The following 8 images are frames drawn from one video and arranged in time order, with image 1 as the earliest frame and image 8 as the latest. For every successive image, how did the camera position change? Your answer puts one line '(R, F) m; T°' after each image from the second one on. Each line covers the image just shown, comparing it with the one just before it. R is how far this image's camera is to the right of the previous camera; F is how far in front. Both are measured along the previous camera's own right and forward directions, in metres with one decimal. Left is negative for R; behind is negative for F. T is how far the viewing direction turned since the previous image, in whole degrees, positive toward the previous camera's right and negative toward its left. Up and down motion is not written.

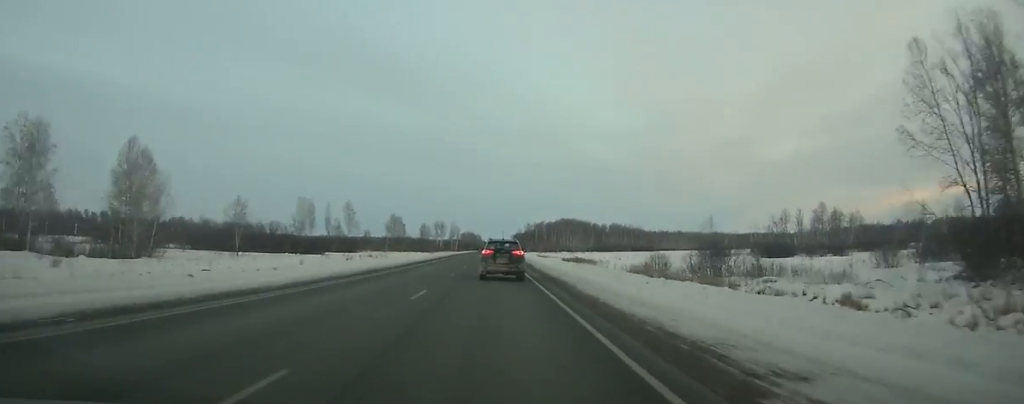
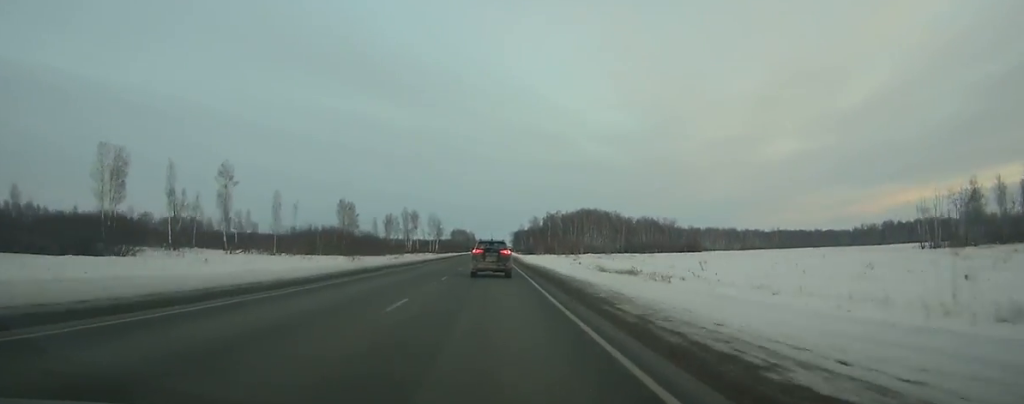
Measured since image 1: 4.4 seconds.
(-0.1, +121.5) m; 0°
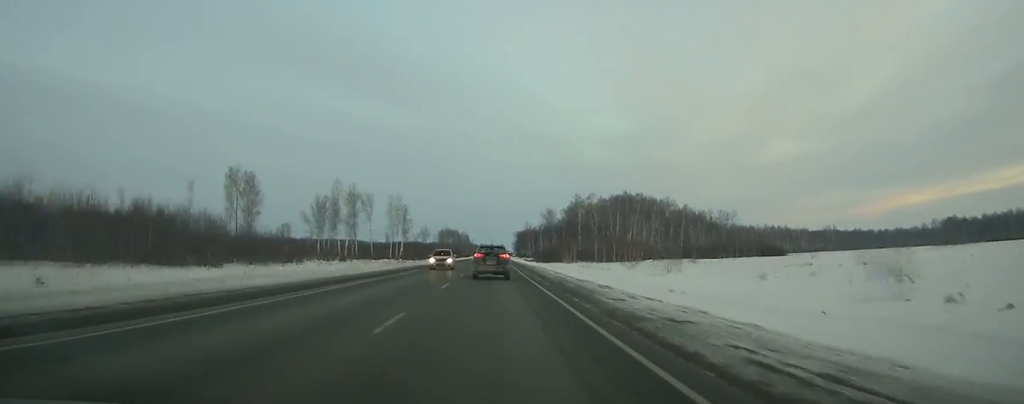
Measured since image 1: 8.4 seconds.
(0.0, +110.7) m; 0°
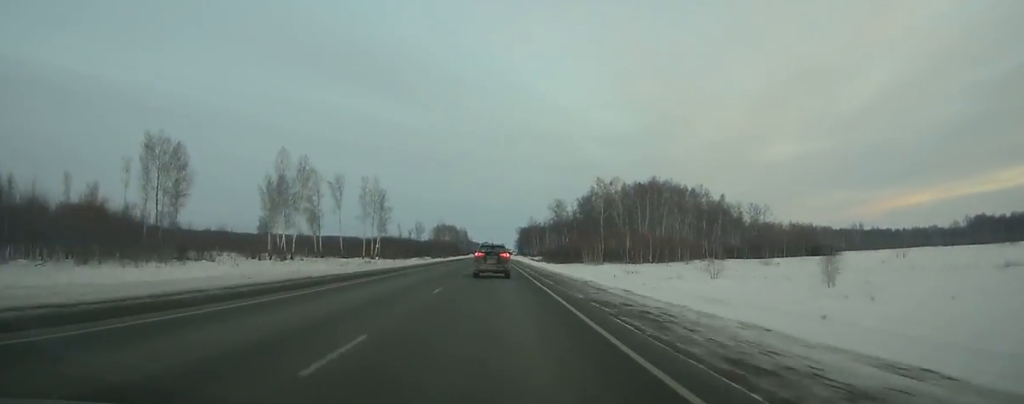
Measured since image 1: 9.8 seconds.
(+0.1, +38.9) m; 0°
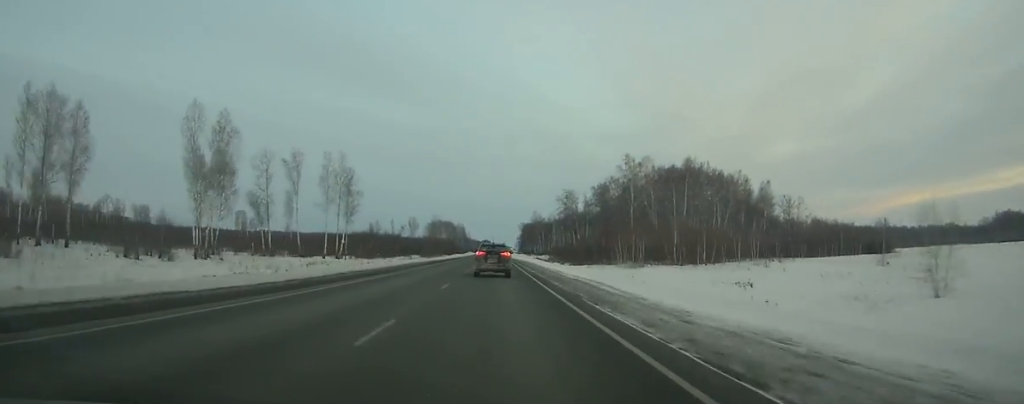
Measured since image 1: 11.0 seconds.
(0.0, +33.7) m; 0°
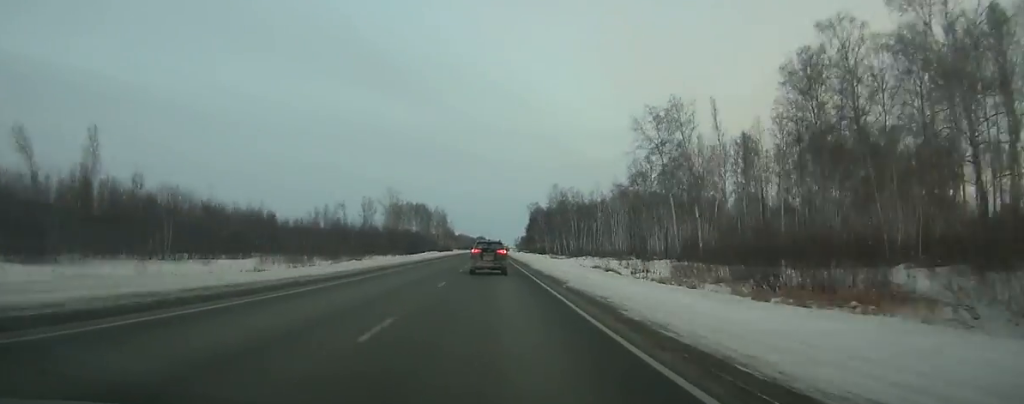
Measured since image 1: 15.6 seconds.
(+0.2, +129.4) m; 0°
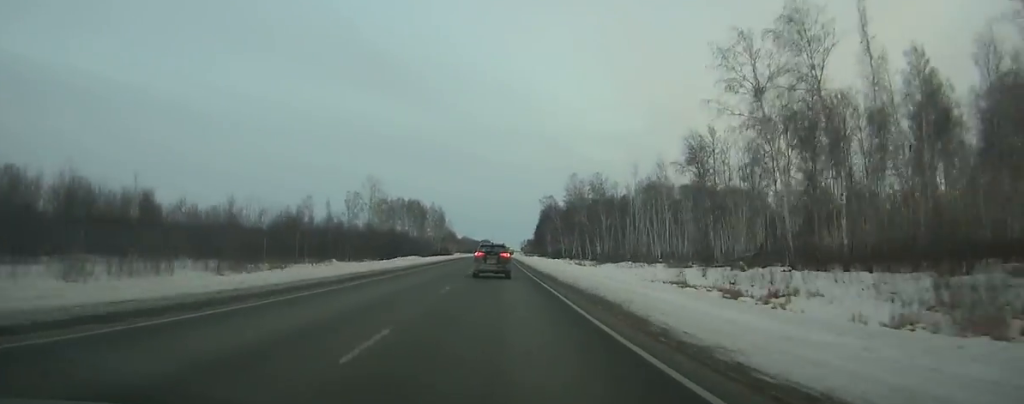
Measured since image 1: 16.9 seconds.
(0.0, +36.7) m; 0°
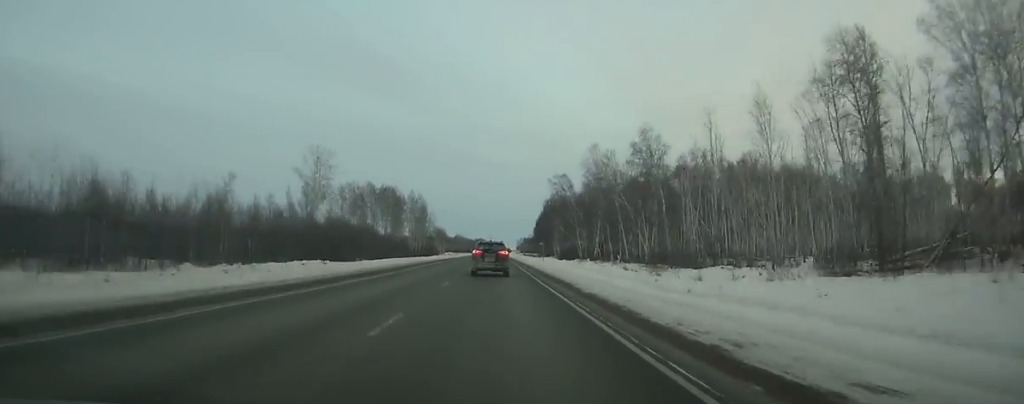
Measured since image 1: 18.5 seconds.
(-0.1, +45.0) m; 0°
